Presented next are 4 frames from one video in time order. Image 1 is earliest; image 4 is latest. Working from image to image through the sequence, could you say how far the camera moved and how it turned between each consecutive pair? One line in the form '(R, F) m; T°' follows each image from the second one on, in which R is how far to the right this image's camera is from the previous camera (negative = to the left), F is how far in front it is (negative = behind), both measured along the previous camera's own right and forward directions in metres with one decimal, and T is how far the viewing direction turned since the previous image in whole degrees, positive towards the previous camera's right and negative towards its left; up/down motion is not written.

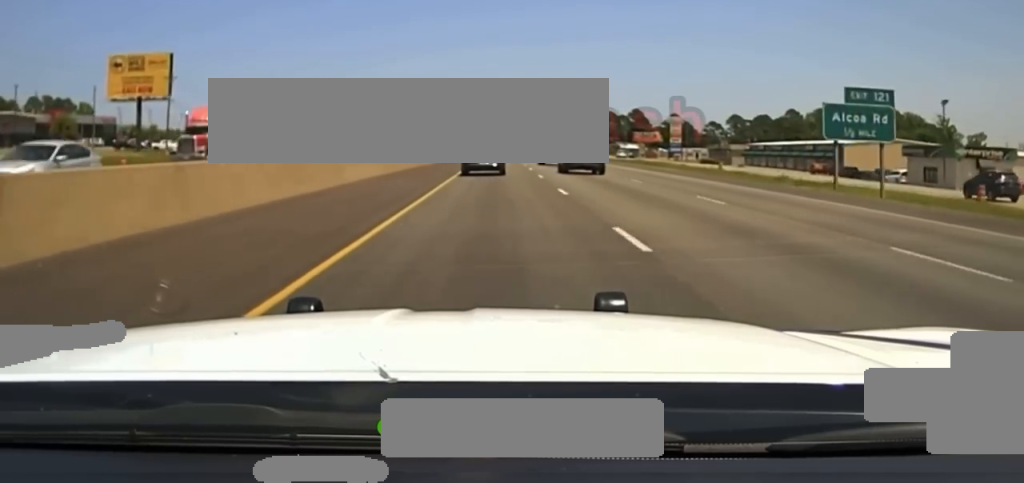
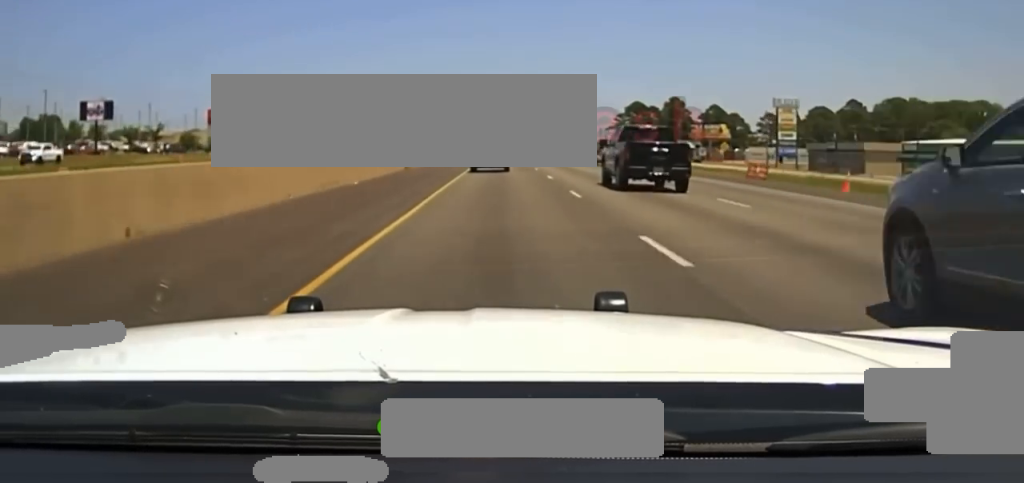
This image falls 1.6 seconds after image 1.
(+0.2, +75.5) m; 0°
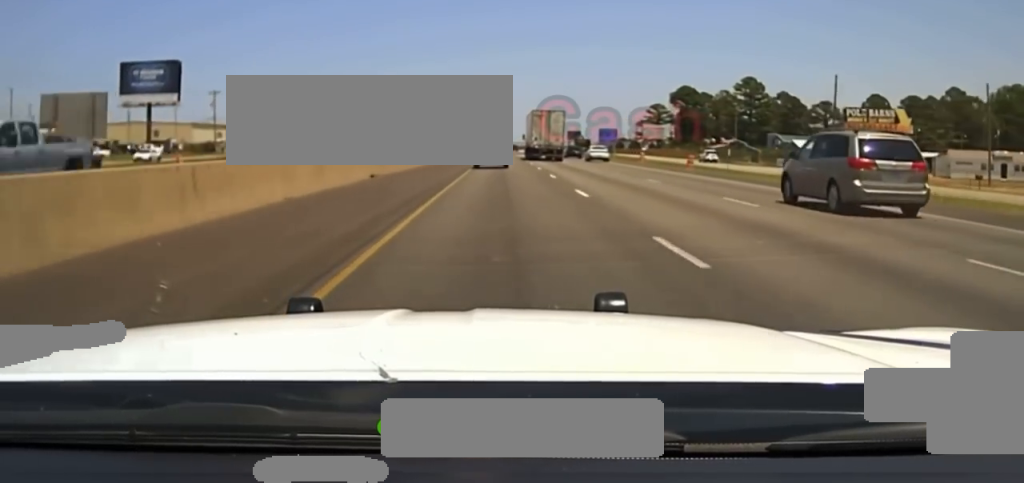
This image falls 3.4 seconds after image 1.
(-0.2, +92.5) m; 0°
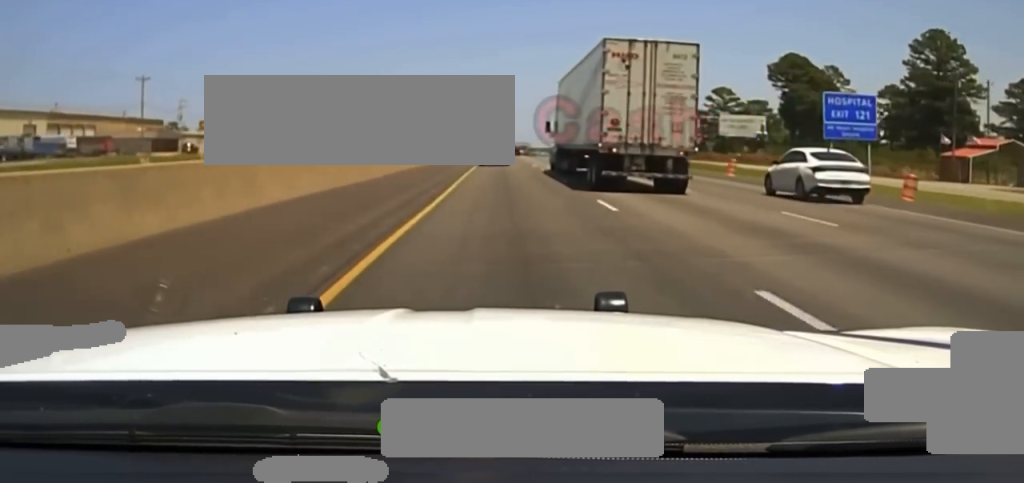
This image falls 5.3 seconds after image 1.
(-0.1, +105.0) m; 0°
